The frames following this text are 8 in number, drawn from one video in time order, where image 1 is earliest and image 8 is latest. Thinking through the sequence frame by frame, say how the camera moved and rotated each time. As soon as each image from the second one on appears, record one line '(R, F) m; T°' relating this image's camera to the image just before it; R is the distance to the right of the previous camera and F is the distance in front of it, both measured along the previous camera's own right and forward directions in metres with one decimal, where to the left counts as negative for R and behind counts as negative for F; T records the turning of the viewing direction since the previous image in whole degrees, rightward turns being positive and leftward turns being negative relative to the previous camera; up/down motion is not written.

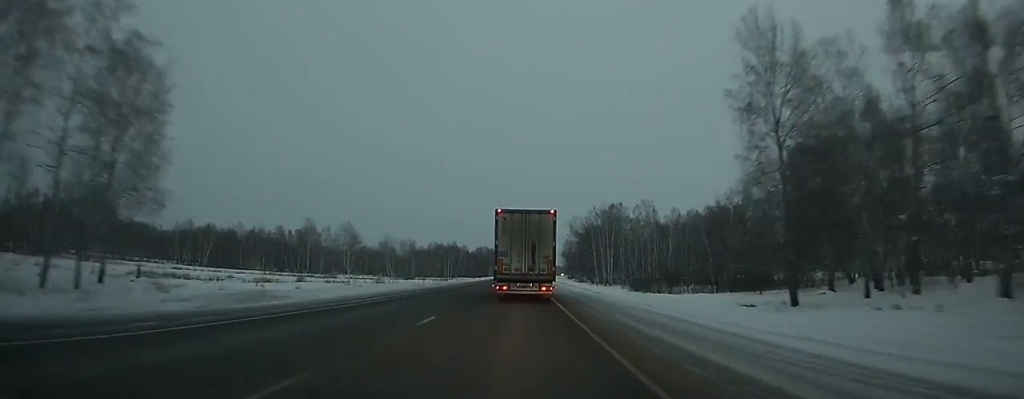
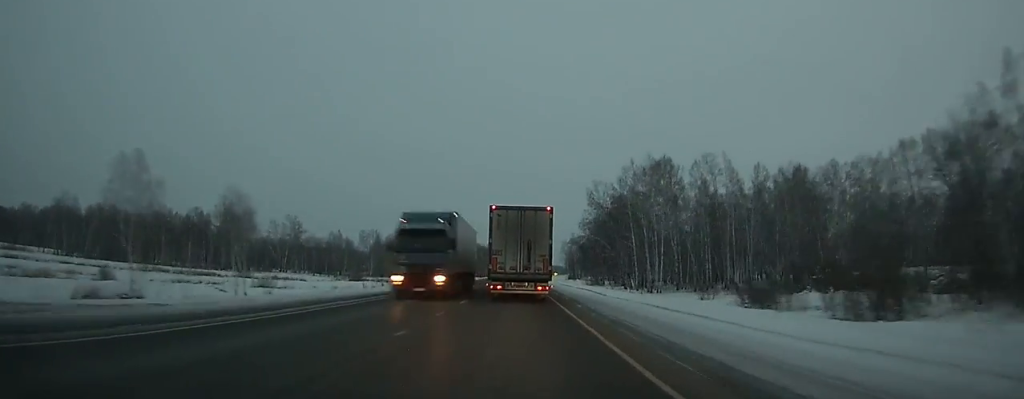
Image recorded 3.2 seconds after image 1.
(+0.5, +74.9) m; 0°
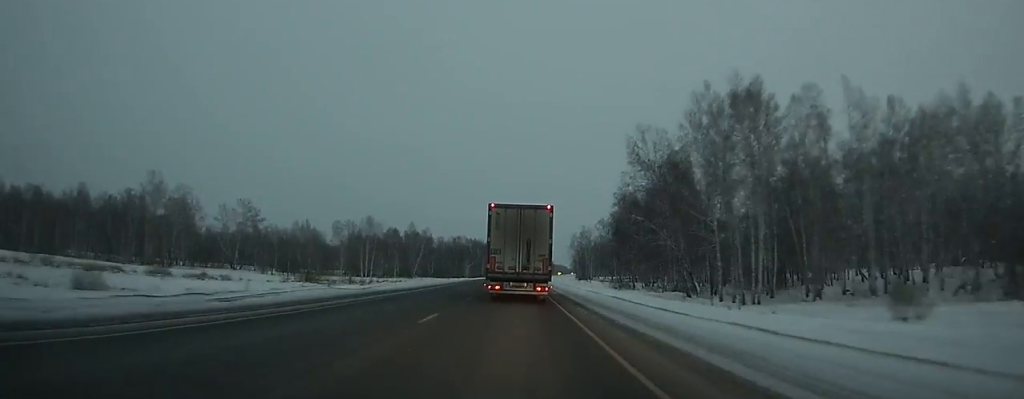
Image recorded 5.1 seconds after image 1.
(0.0, +44.3) m; 0°
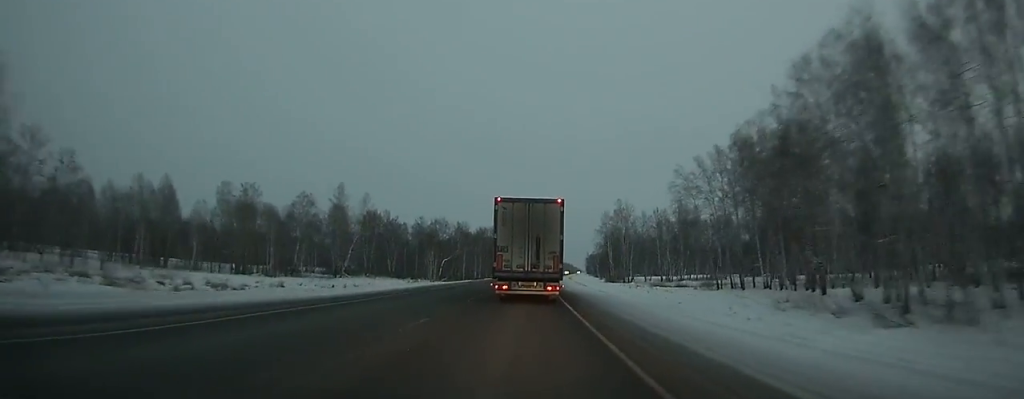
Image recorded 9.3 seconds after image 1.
(-0.2, +97.9) m; +1°
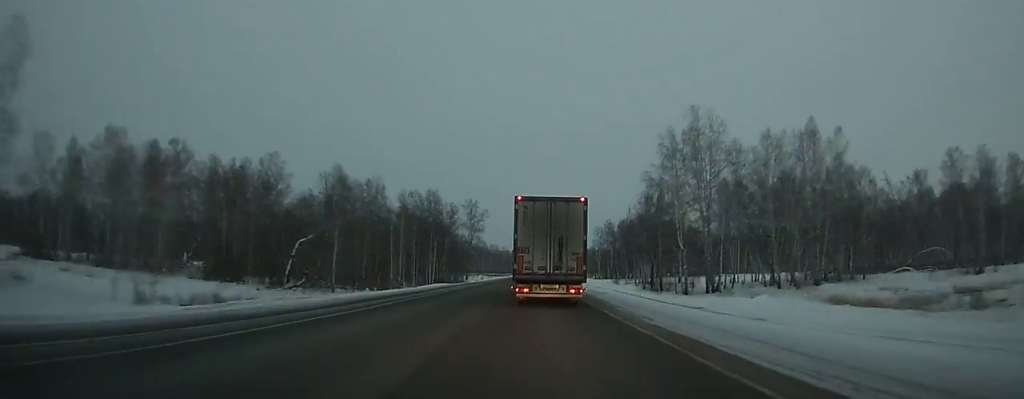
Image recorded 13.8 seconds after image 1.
(+2.3, +105.7) m; +2°
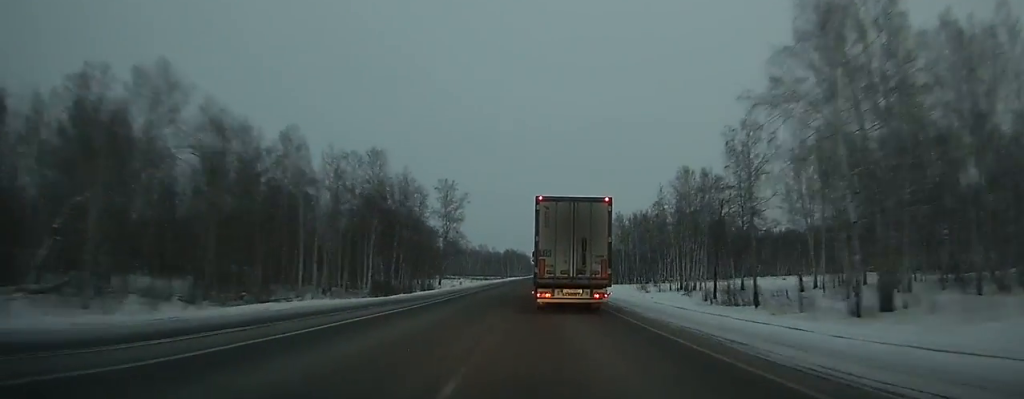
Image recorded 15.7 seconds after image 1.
(+0.2, +44.9) m; +1°
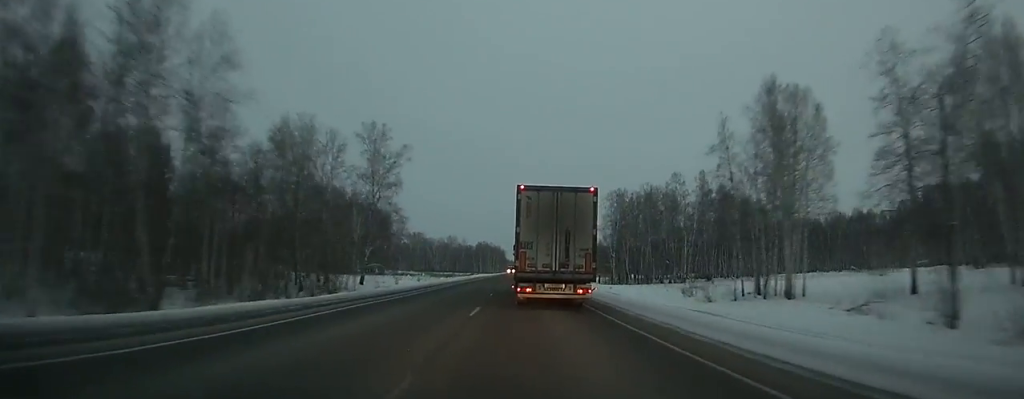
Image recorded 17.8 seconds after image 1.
(+0.7, +49.7) m; +1°
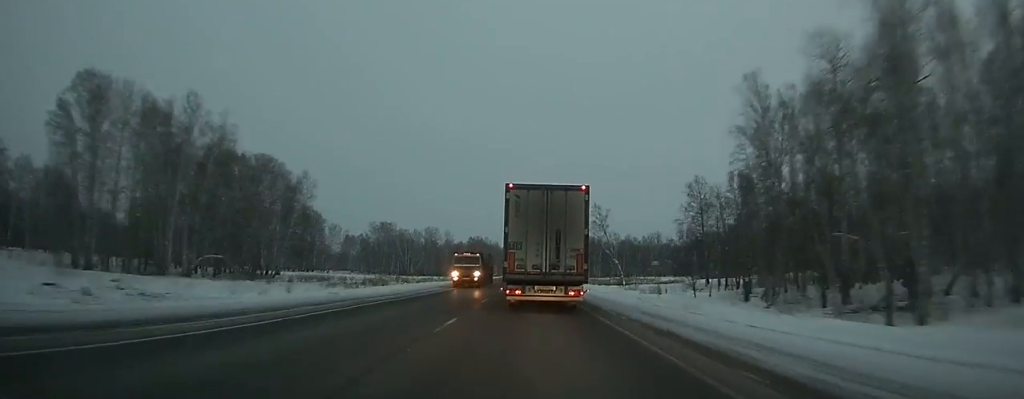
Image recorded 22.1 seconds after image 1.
(+0.5, +101.8) m; 0°
